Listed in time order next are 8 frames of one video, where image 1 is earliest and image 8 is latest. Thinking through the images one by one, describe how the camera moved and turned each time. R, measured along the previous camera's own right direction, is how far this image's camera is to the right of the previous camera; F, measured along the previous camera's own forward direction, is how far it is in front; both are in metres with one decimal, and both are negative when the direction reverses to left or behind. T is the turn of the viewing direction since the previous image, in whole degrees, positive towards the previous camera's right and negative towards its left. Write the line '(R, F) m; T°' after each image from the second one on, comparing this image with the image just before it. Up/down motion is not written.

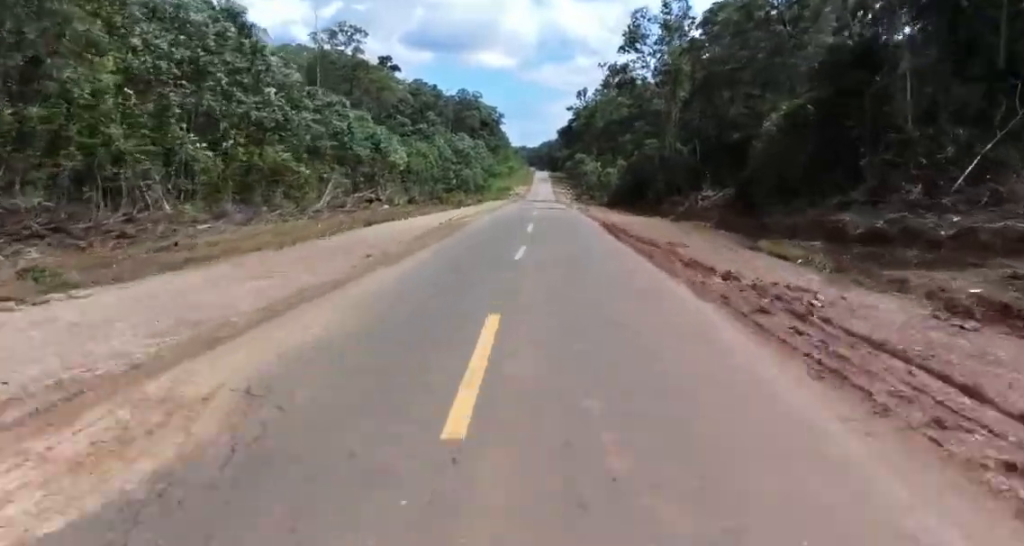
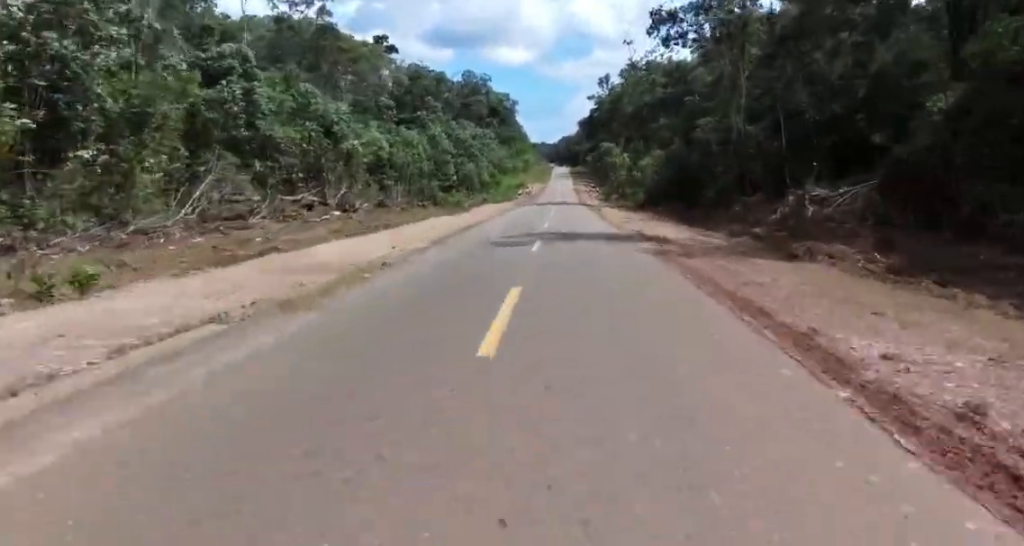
(+0.9, +23.0) m; +1°
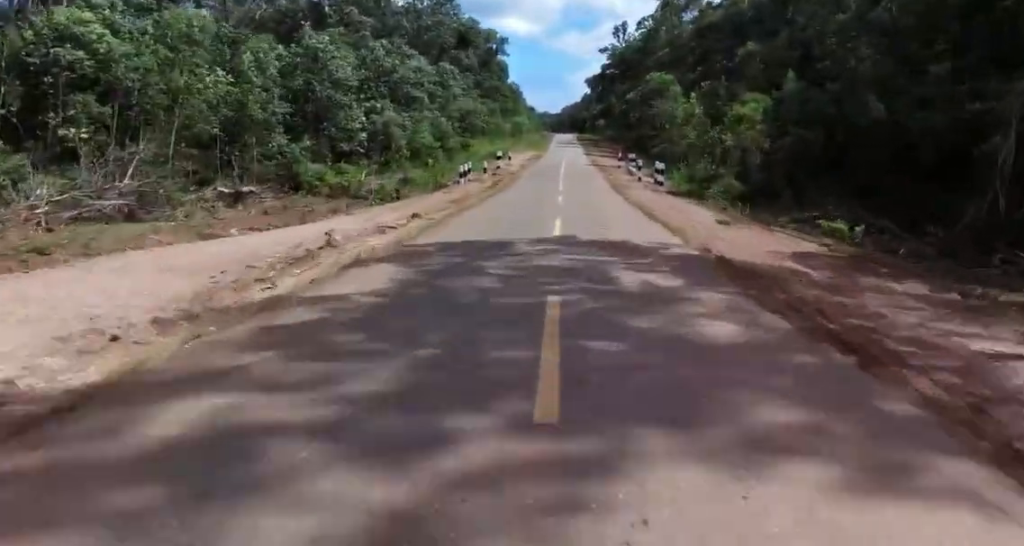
(-0.9, +49.7) m; -1°
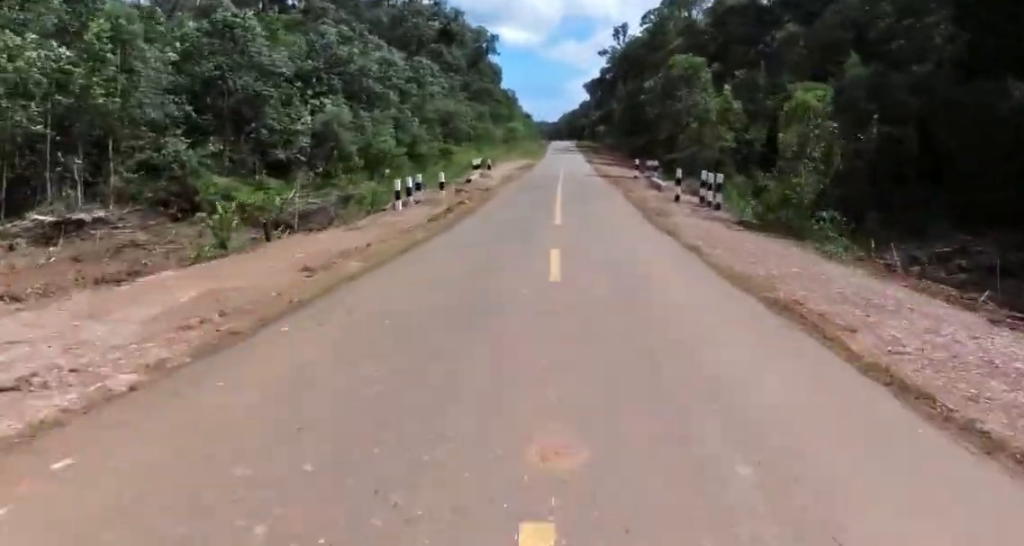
(0.0, +11.9) m; 0°
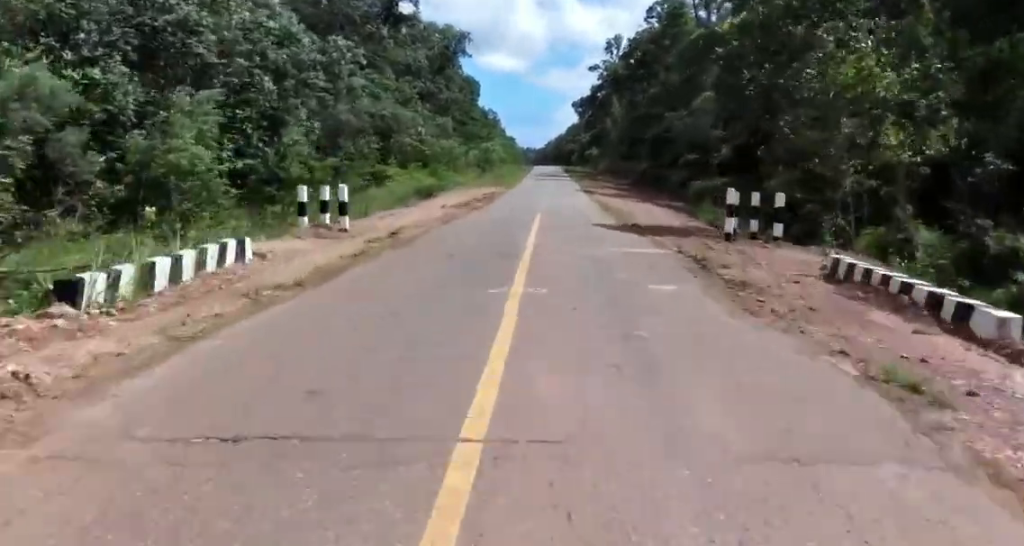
(-0.3, +21.5) m; -1°
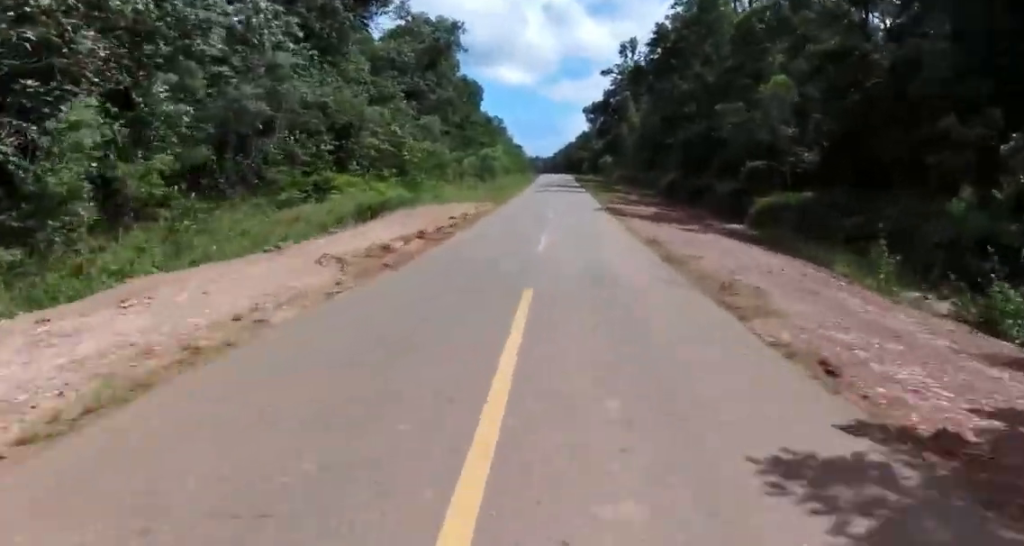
(0.0, +14.4) m; 0°
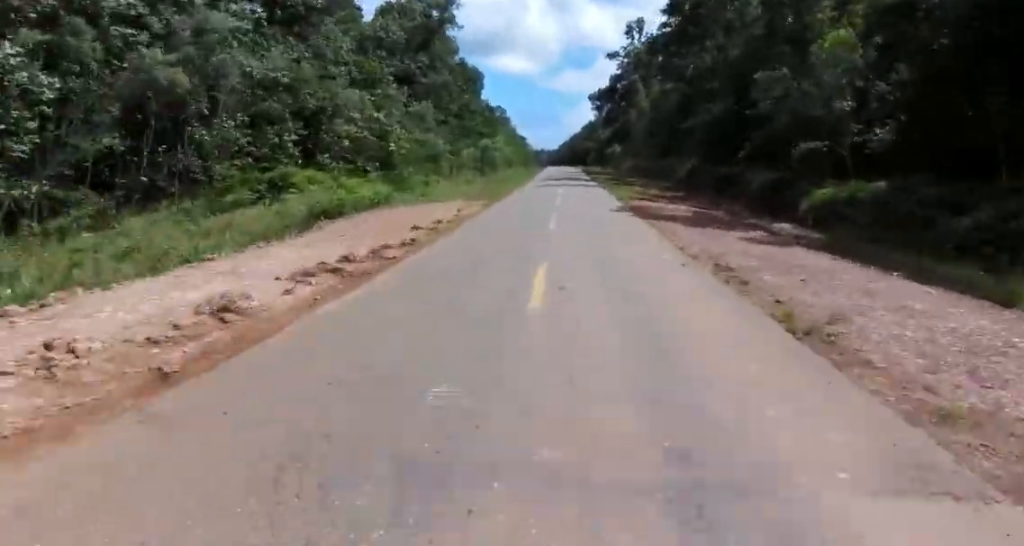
(0.0, +7.3) m; 0°
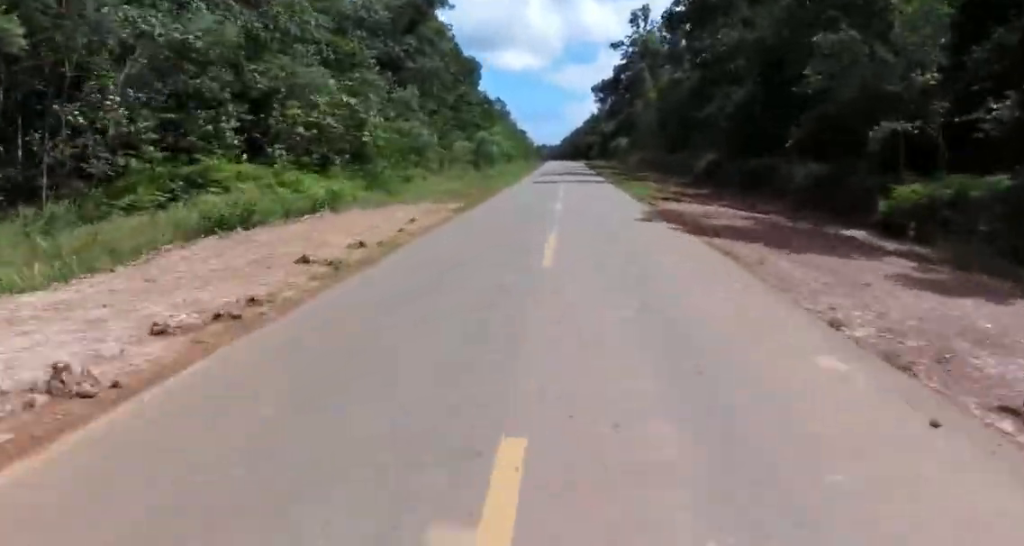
(0.0, +6.8) m; 0°
